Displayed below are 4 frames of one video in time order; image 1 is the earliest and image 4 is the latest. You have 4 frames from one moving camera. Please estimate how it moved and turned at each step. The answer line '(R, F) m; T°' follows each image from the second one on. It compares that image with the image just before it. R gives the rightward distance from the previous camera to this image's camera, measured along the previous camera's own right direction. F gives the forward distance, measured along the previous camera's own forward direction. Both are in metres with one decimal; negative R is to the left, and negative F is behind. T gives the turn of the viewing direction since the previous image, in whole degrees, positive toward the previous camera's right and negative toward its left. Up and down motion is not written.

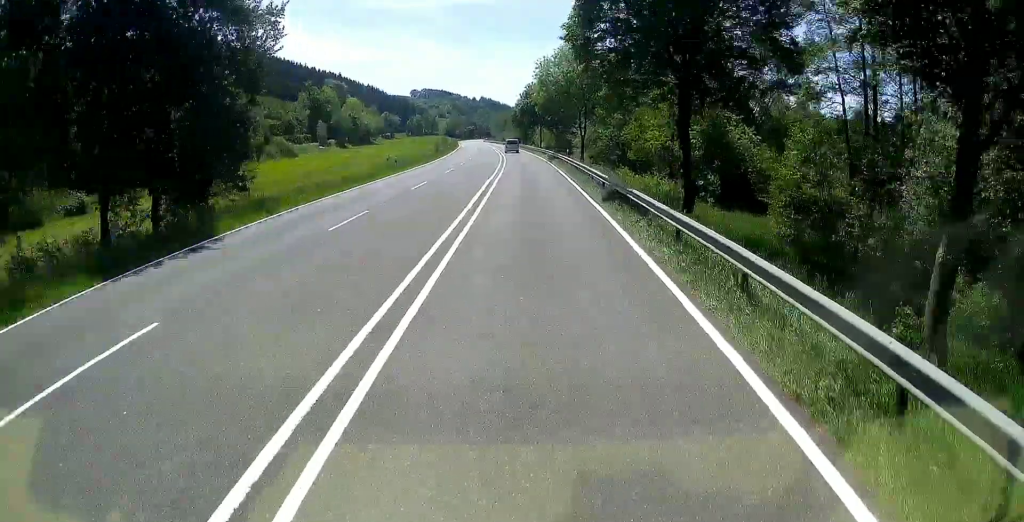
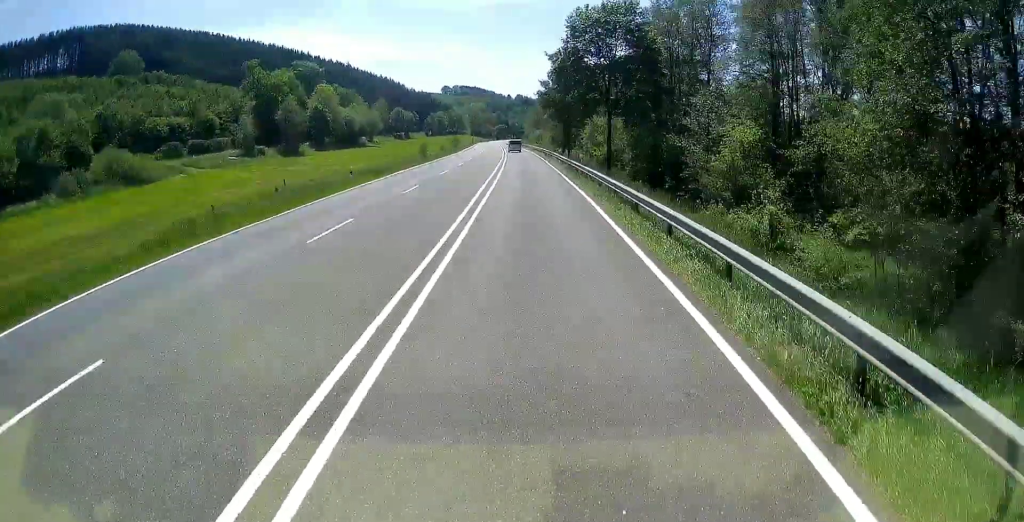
(-2.2, +63.1) m; -4°
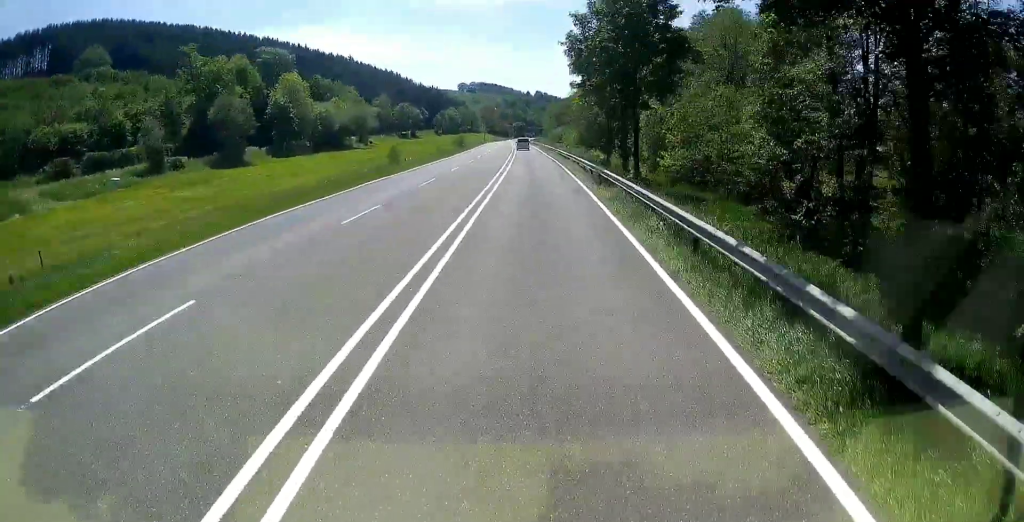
(-0.4, +33.4) m; -1°
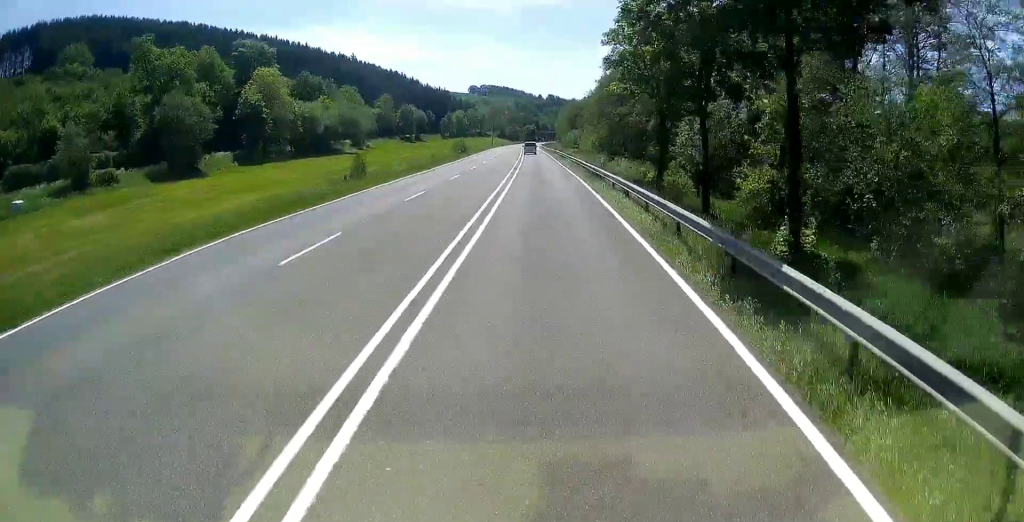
(-0.2, +17.4) m; 0°
